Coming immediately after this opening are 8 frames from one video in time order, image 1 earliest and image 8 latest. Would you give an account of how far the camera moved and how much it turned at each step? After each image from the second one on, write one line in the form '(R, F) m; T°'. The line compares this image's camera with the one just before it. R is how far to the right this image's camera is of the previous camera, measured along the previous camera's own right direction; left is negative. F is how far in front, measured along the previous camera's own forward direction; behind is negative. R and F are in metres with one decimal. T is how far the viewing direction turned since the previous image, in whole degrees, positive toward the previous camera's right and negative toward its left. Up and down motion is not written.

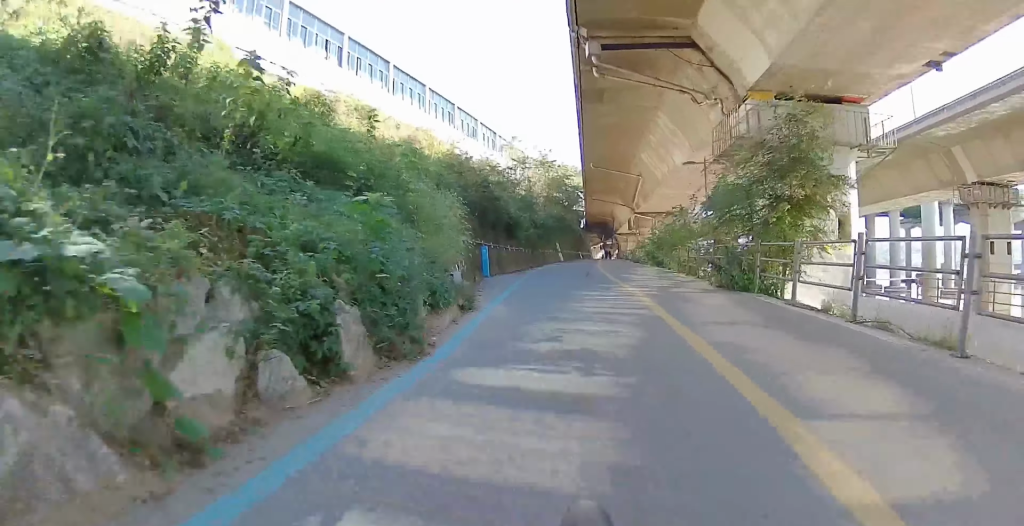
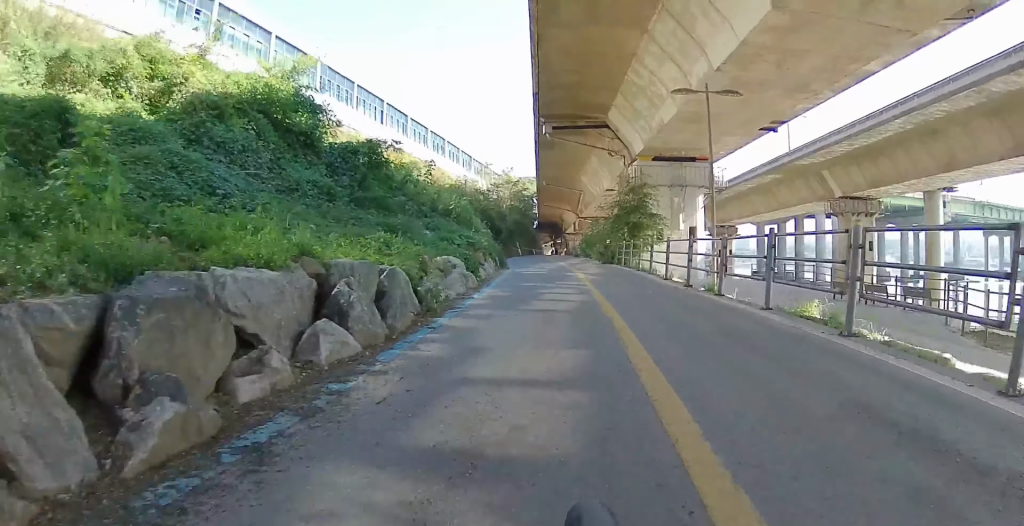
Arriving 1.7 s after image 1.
(0.0, +16.0) m; 0°
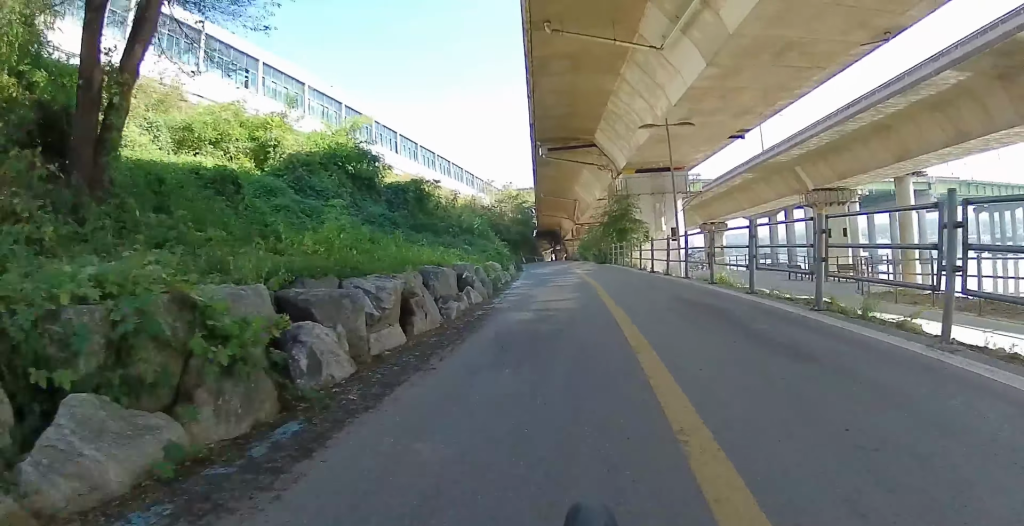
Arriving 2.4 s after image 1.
(0.0, +5.9) m; 0°
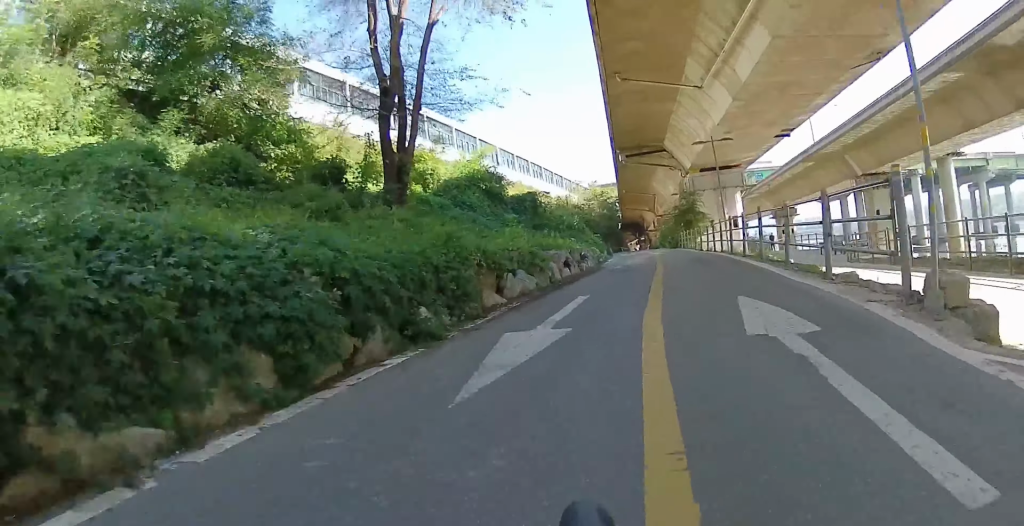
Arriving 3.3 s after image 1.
(0.0, +8.3) m; +1°
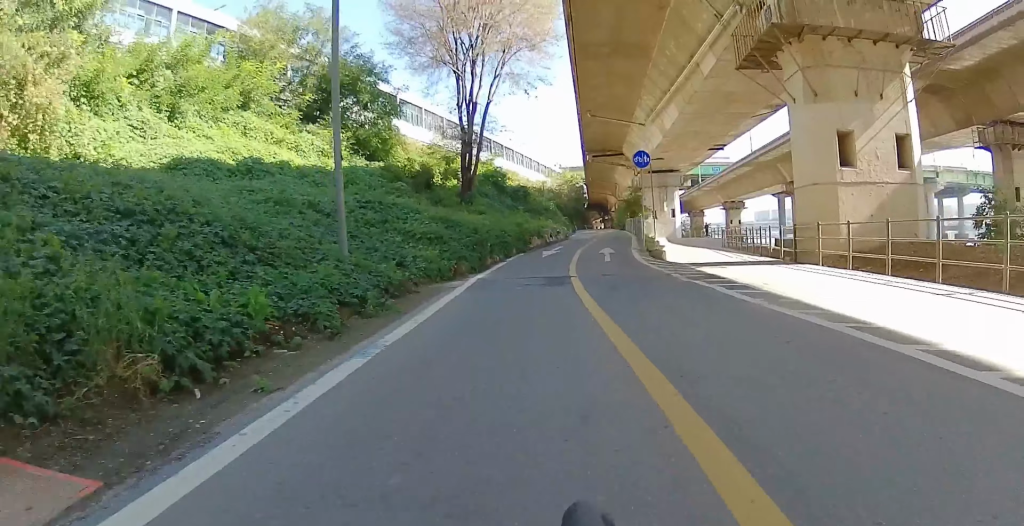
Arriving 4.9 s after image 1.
(+0.1, +14.9) m; 0°
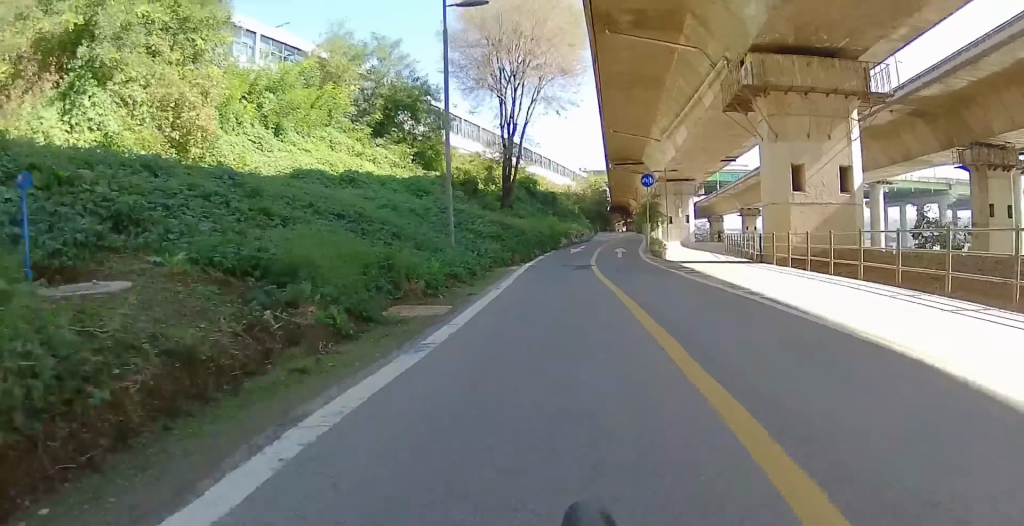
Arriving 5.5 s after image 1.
(0.0, +6.0) m; 0°
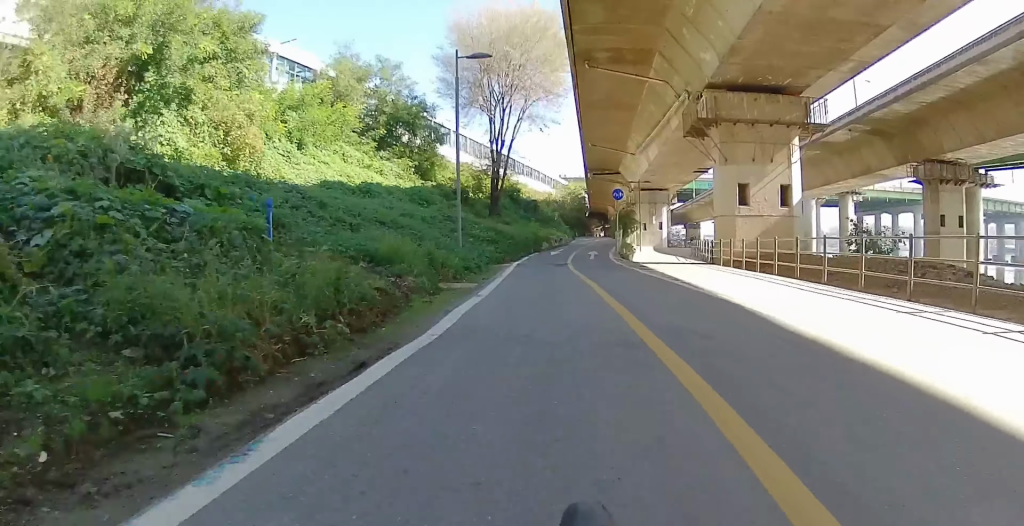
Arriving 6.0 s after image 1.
(+0.1, +4.4) m; 0°
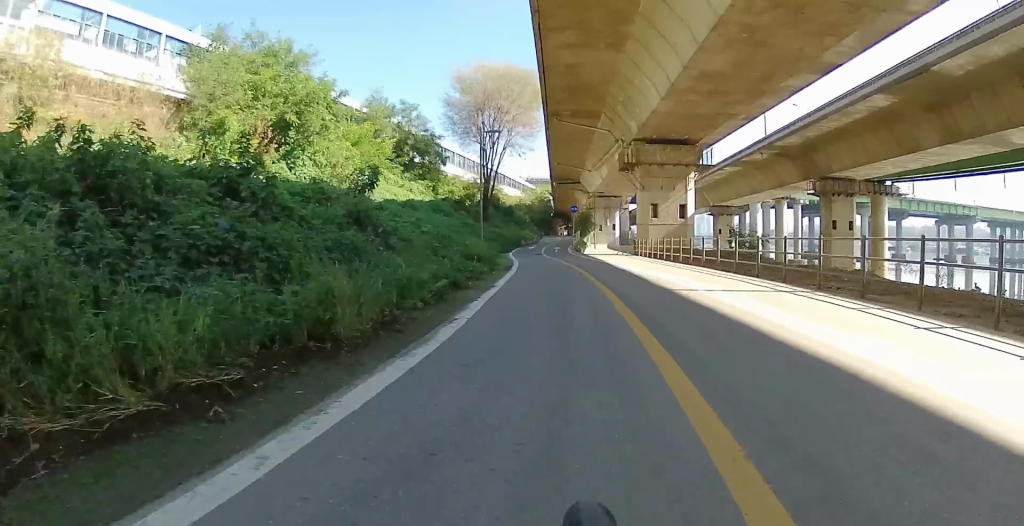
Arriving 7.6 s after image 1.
(-0.5, +14.9) m; -3°
